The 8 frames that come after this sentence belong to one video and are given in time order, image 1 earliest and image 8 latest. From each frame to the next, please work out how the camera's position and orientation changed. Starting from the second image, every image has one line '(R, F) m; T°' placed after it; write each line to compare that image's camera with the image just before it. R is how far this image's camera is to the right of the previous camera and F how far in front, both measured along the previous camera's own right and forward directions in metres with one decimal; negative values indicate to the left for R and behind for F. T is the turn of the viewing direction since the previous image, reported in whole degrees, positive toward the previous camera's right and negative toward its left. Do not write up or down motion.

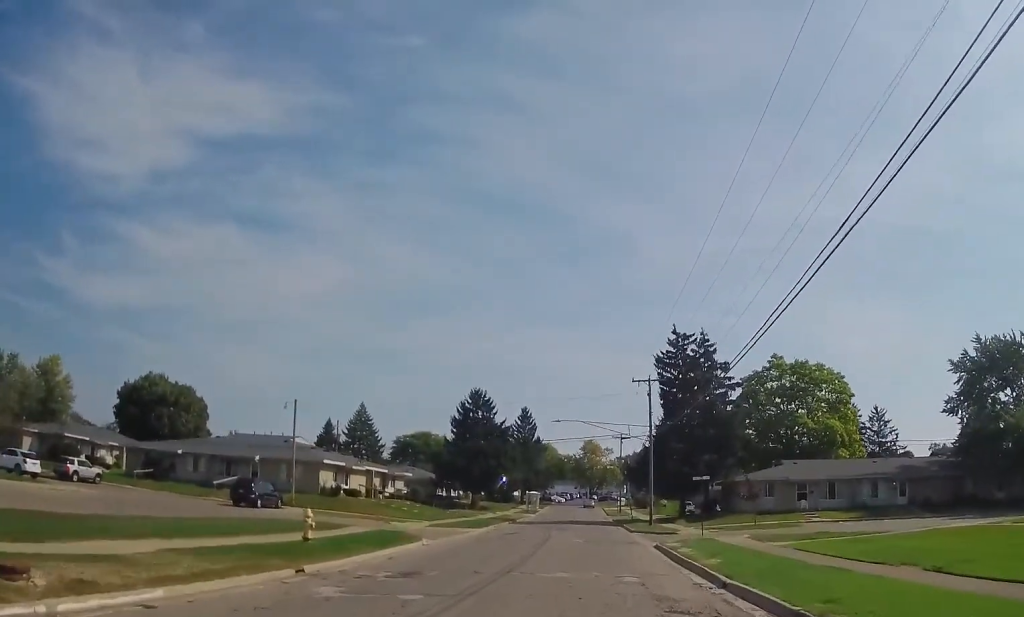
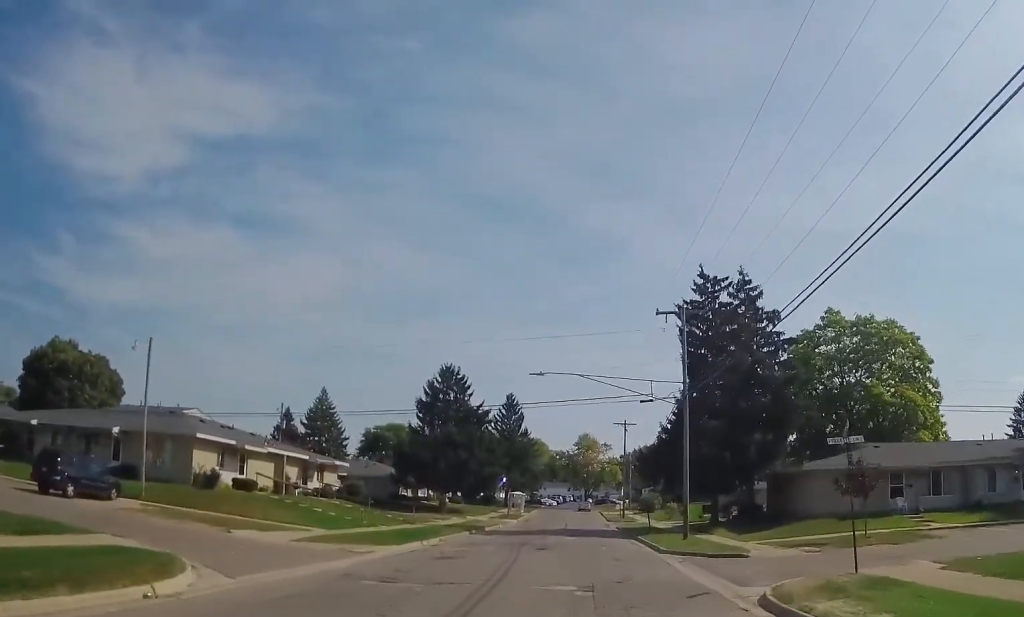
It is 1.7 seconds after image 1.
(-0.7, +18.8) m; -2°
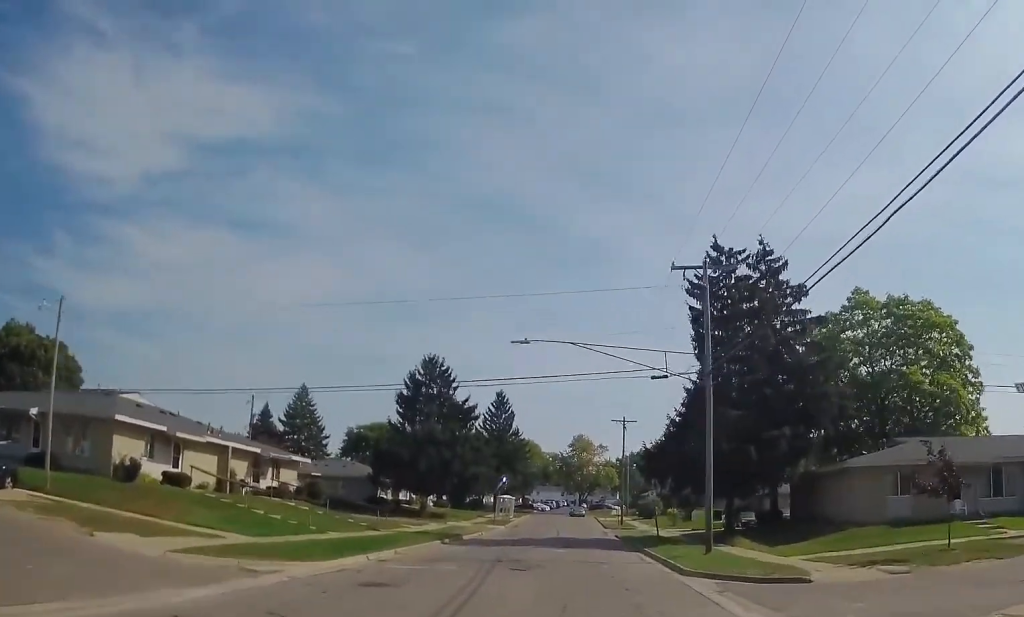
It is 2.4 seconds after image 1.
(+0.3, +7.0) m; 0°
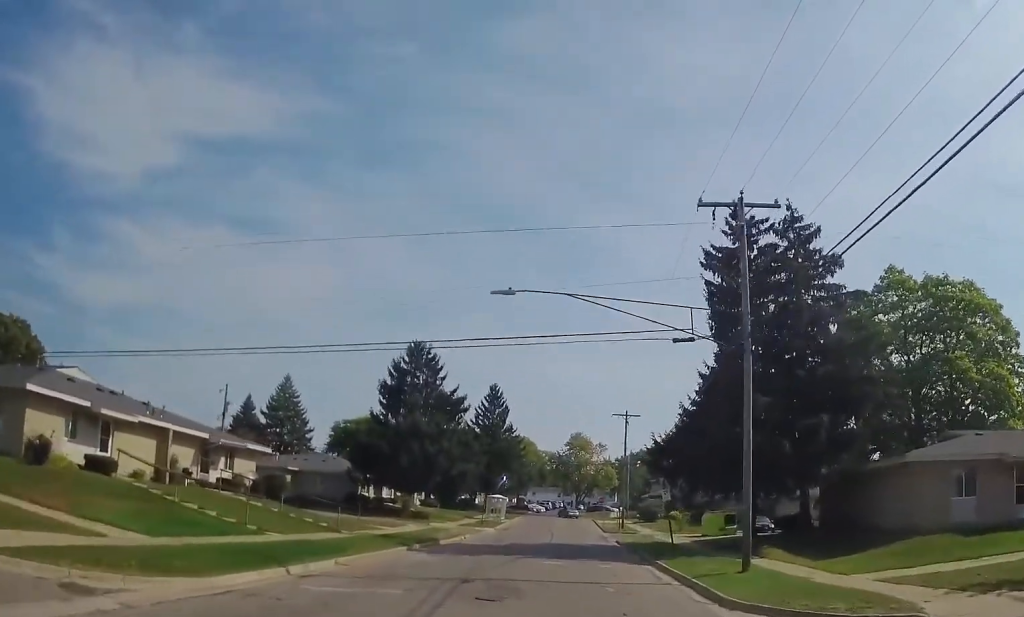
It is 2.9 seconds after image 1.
(-0.1, +6.1) m; 0°
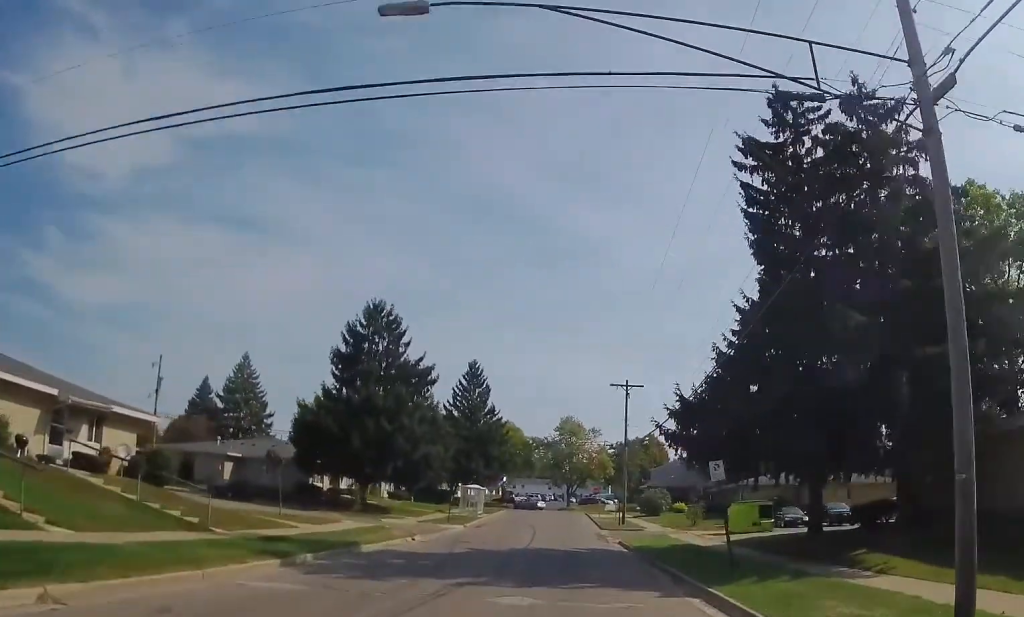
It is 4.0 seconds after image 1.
(-0.1, +11.7) m; +1°
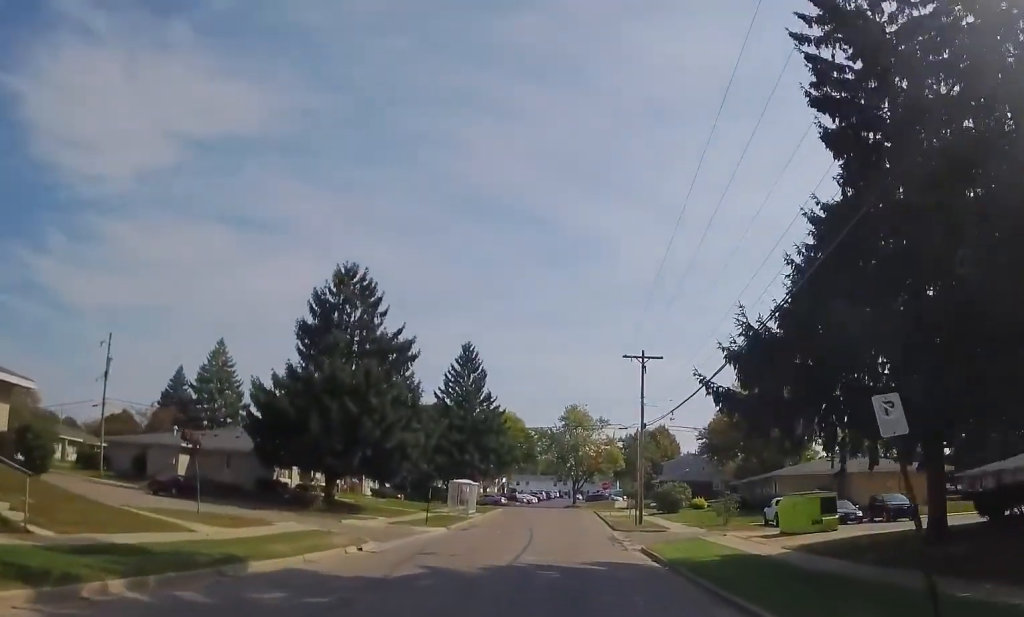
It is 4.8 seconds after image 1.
(+0.3, +9.0) m; +1°
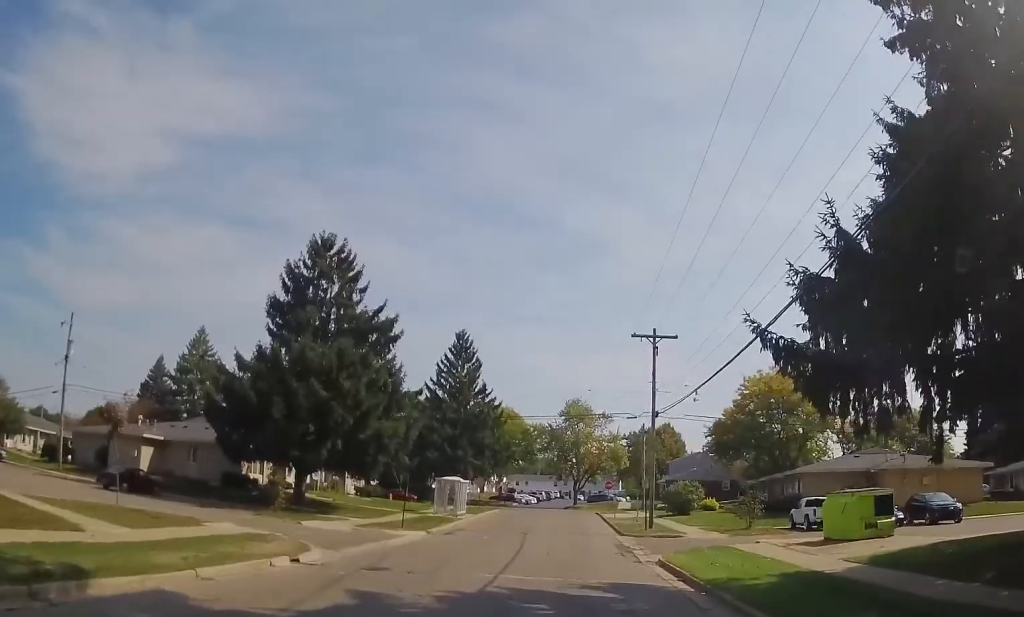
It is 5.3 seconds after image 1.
(+0.1, +5.6) m; -2°
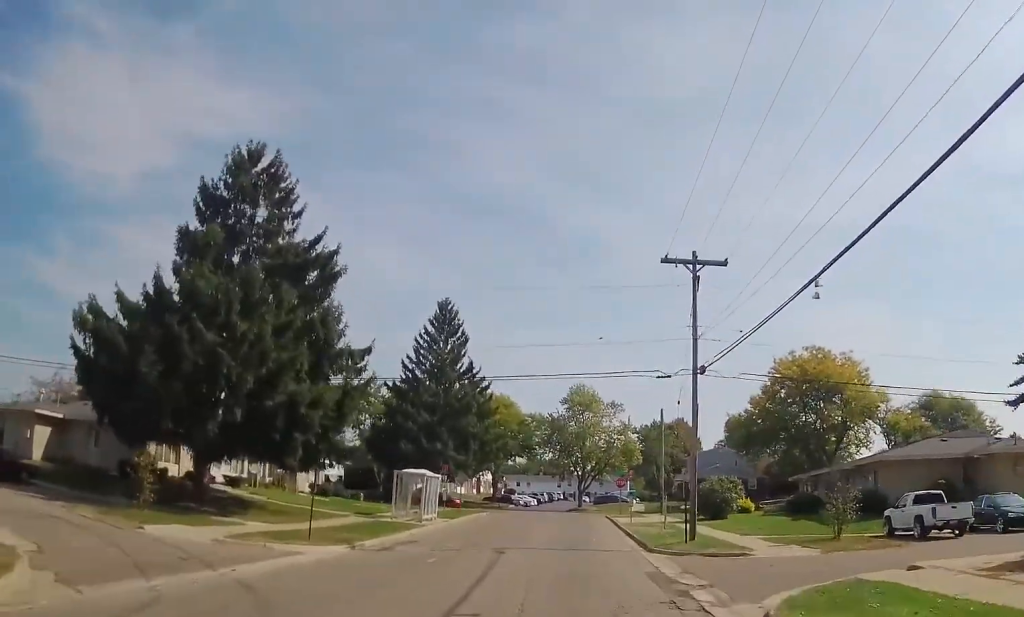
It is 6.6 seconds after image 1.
(-0.6, +12.2) m; -2°
